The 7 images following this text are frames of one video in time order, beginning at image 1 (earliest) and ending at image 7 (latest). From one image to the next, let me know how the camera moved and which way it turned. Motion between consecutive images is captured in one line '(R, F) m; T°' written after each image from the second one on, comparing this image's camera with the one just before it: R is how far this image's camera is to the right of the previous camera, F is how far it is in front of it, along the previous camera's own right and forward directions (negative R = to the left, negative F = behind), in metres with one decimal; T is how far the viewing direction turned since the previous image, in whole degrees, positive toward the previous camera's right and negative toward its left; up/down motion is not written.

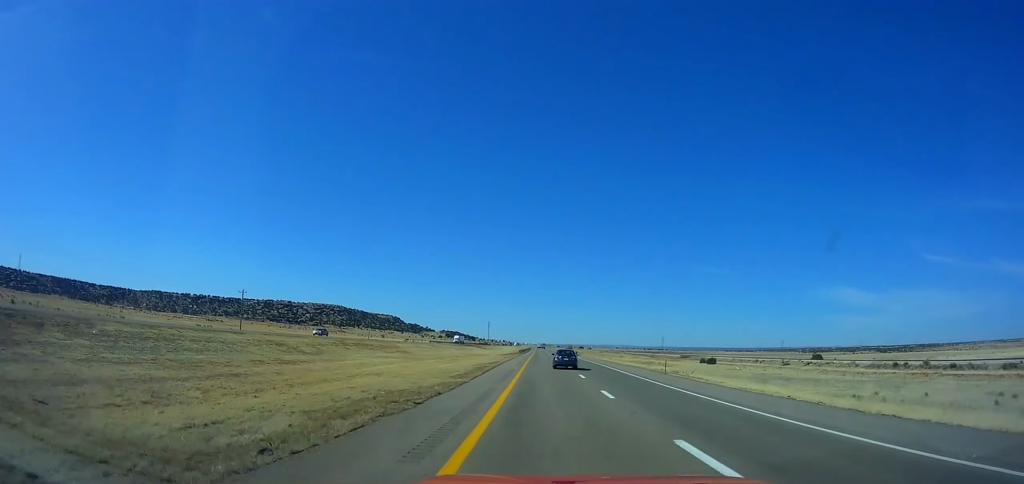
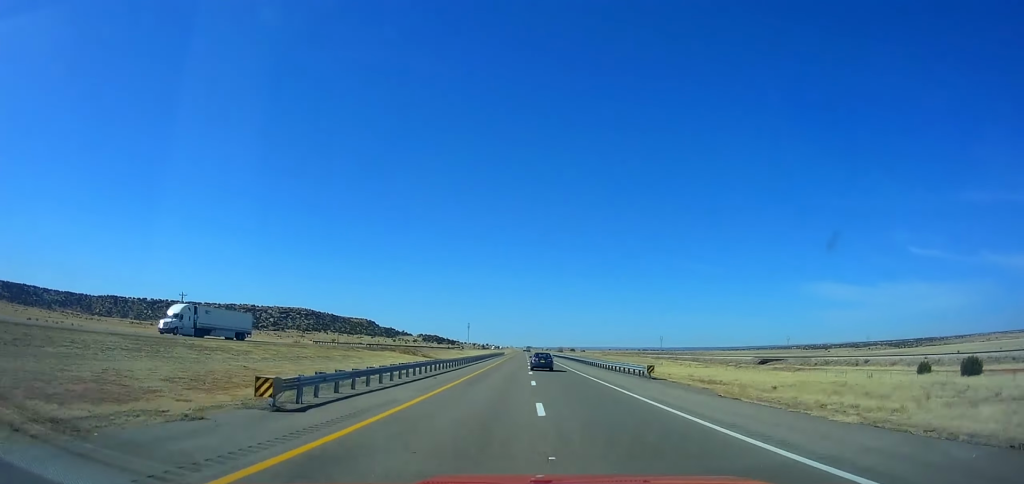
(+0.9, +115.7) m; 0°
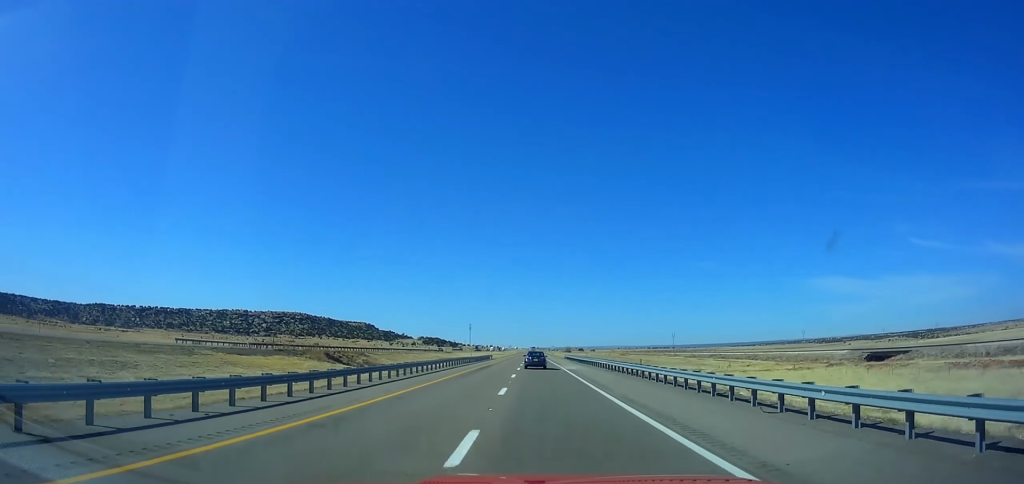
(+0.2, +54.1) m; 0°
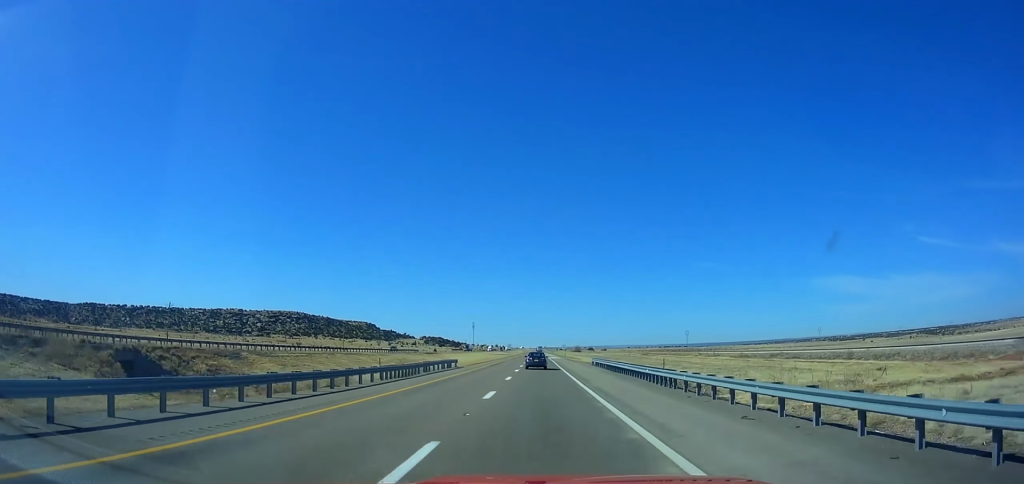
(-0.3, +50.4) m; 0°
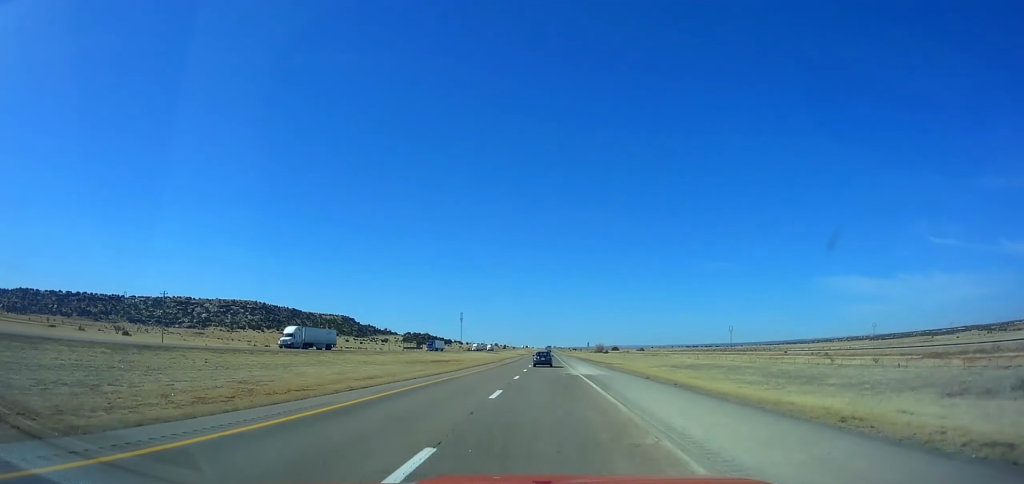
(-2.3, +208.2) m; -1°
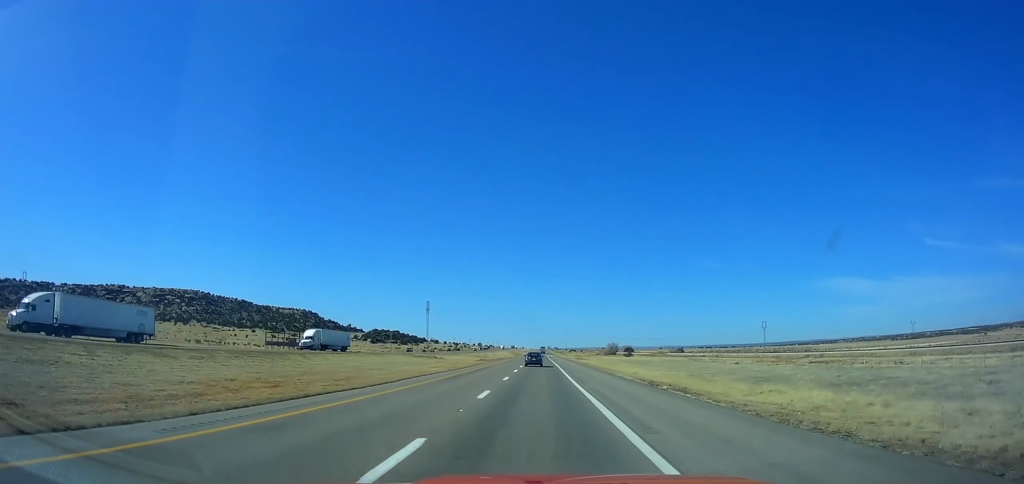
(+0.4, +157.7) m; +1°
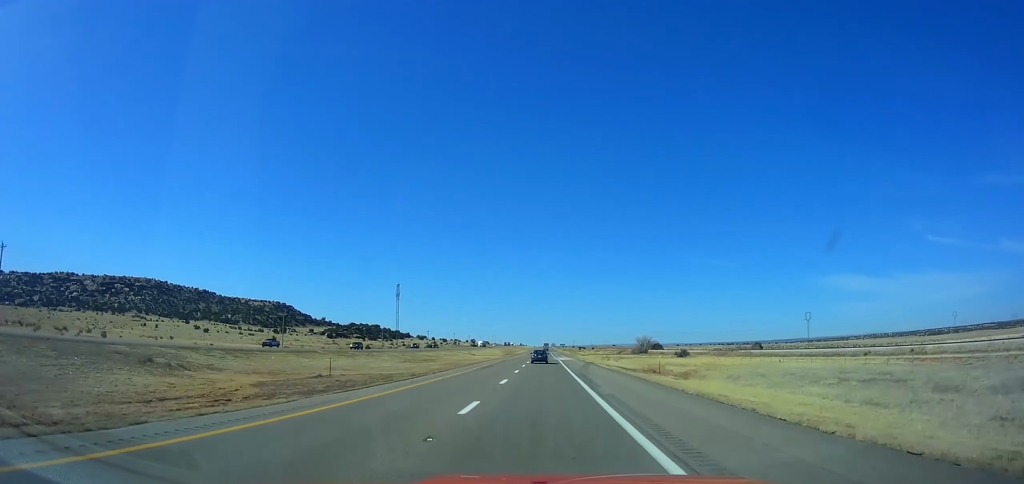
(+0.3, +114.9) m; 0°
